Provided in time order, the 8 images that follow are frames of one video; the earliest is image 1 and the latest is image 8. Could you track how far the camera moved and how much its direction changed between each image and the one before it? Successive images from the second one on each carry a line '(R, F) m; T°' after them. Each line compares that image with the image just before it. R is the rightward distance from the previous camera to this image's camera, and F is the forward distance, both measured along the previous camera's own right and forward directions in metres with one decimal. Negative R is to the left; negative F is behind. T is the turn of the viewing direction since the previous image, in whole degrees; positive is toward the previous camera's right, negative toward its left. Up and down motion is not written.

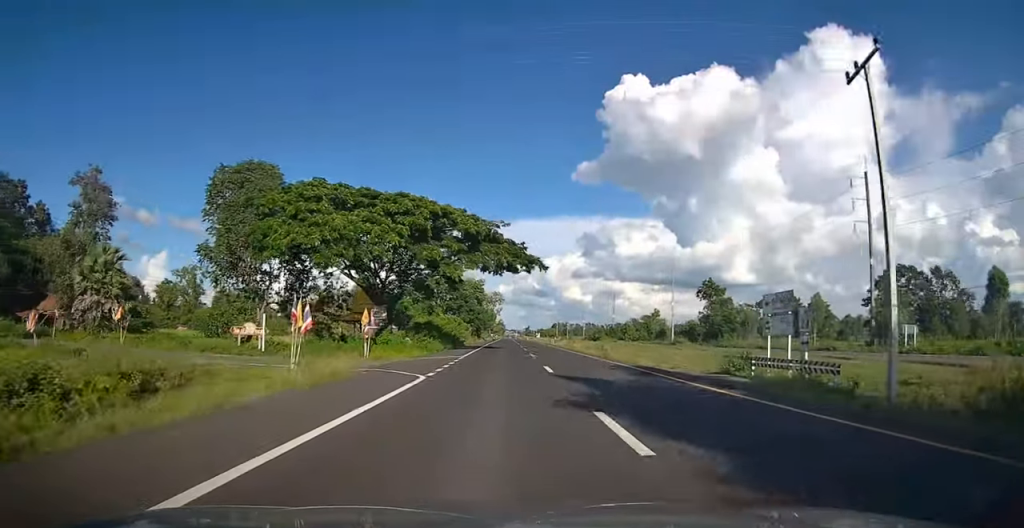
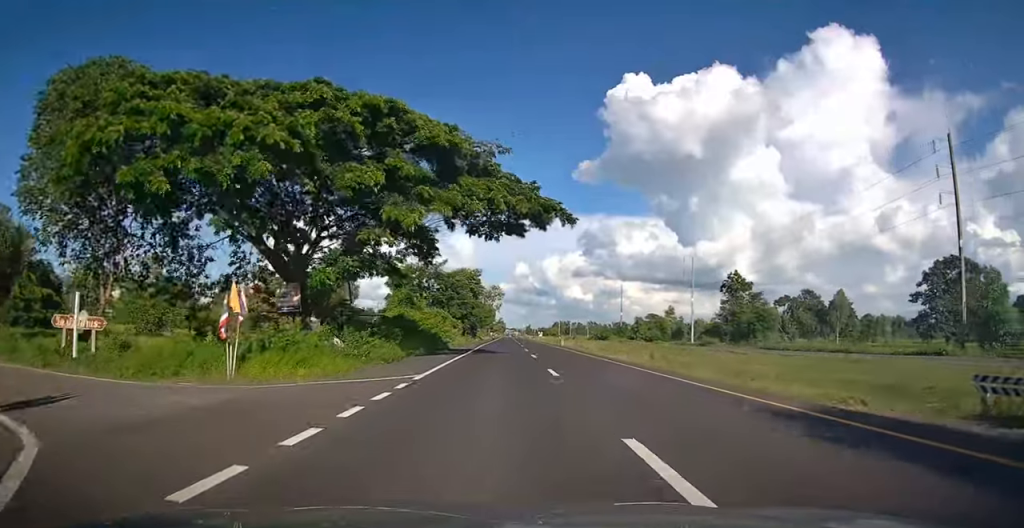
(0.0, +14.3) m; 0°
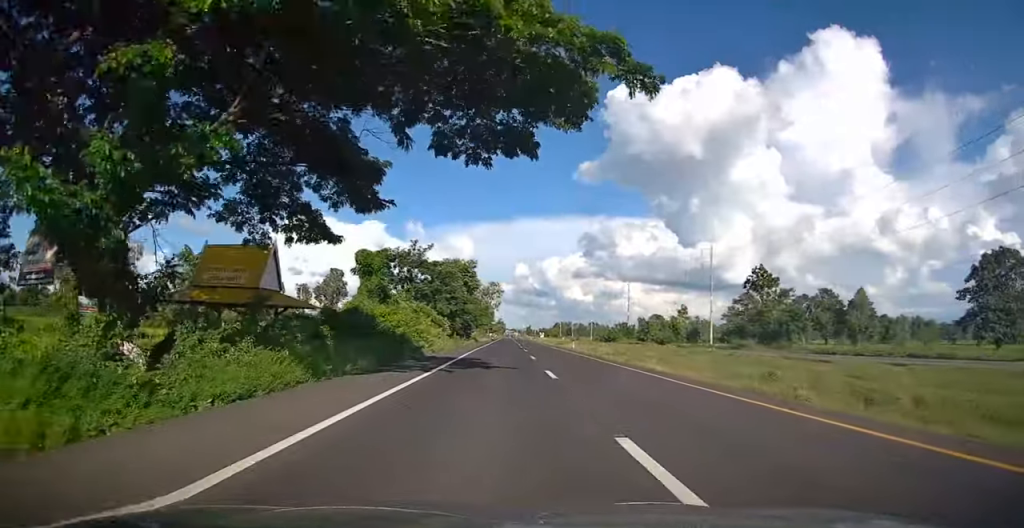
(0.0, +12.2) m; 0°
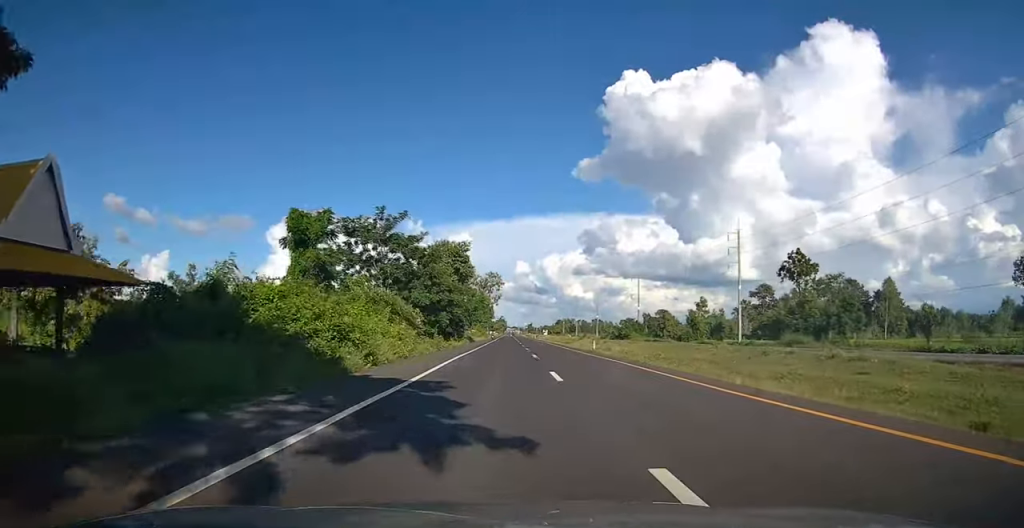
(-0.1, +13.6) m; 0°
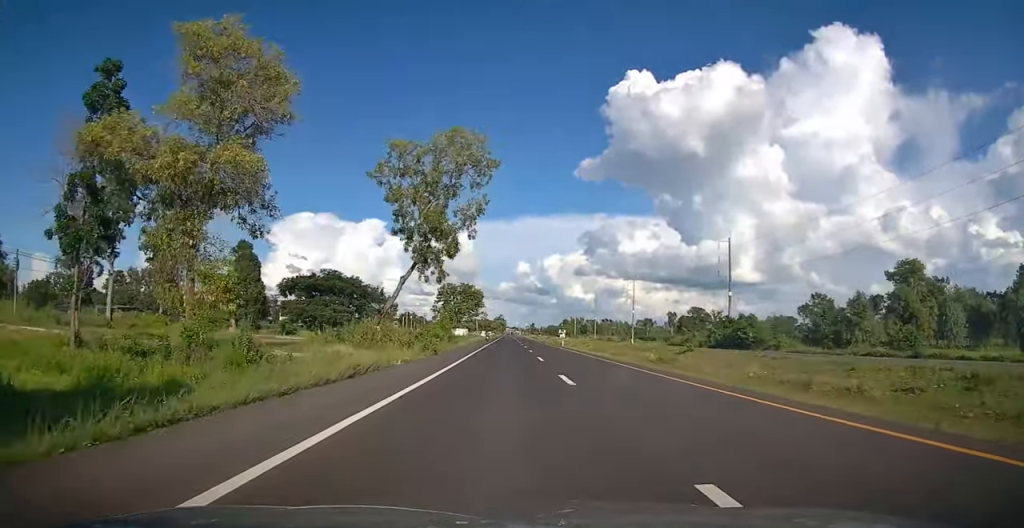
(-0.1, +71.9) m; +1°
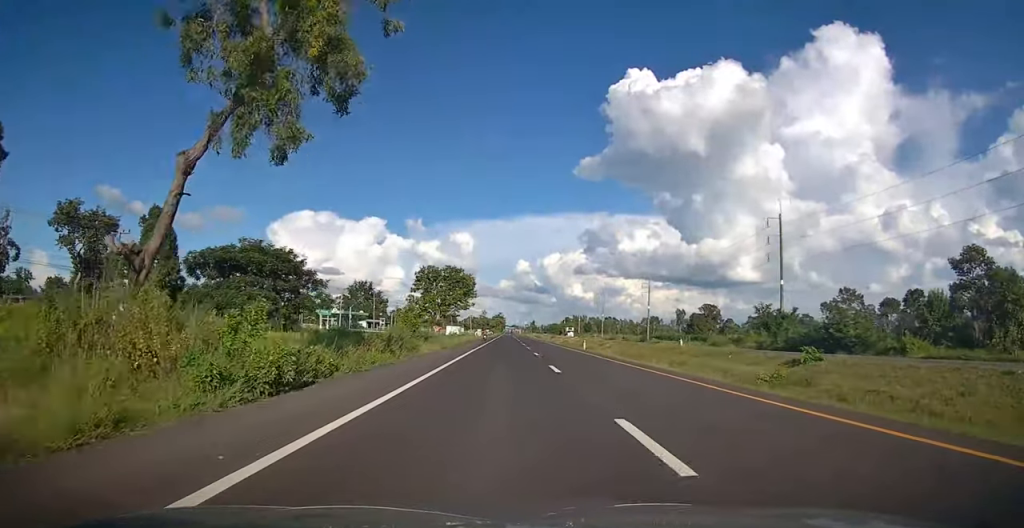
(+0.2, +20.7) m; 0°
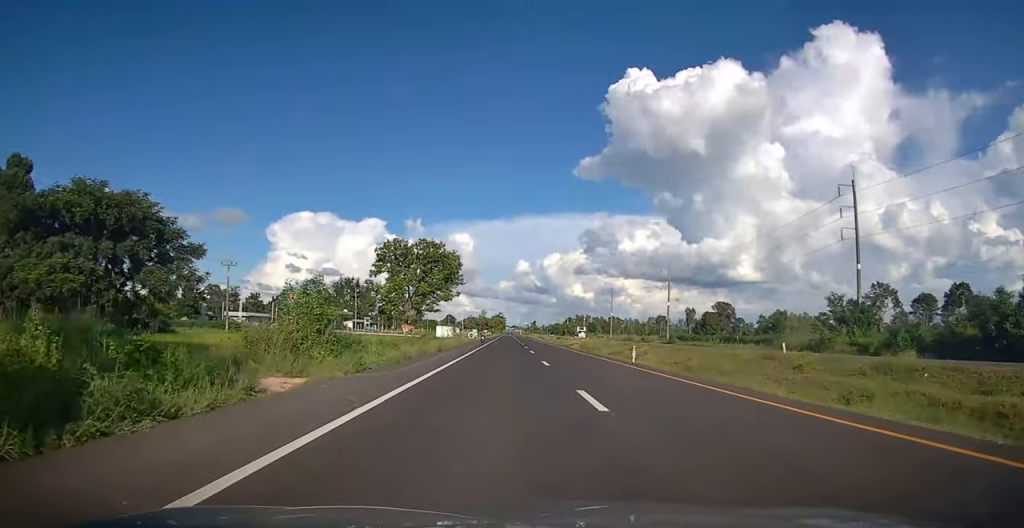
(0.0, +19.9) m; 0°
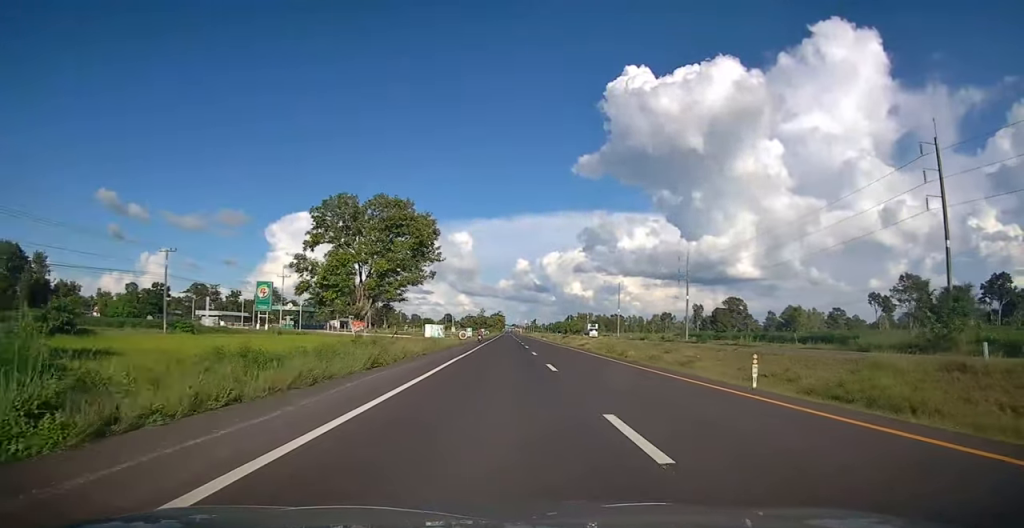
(-0.1, +15.4) m; 0°
